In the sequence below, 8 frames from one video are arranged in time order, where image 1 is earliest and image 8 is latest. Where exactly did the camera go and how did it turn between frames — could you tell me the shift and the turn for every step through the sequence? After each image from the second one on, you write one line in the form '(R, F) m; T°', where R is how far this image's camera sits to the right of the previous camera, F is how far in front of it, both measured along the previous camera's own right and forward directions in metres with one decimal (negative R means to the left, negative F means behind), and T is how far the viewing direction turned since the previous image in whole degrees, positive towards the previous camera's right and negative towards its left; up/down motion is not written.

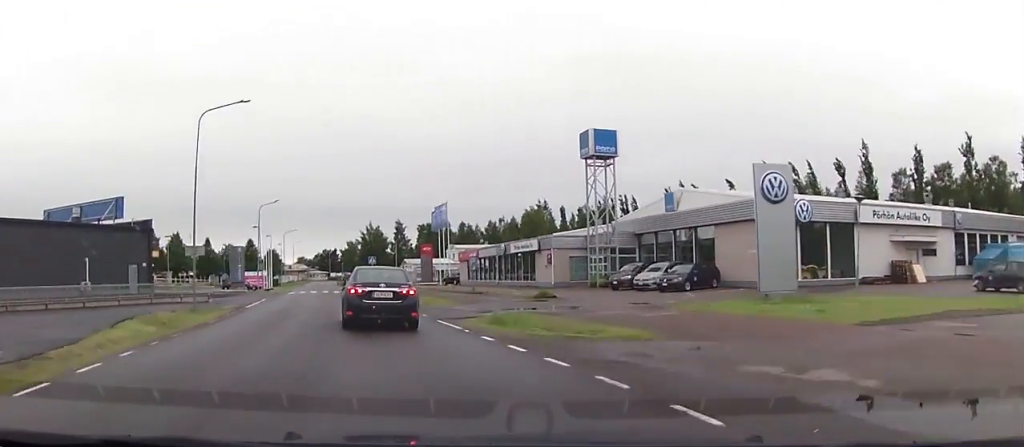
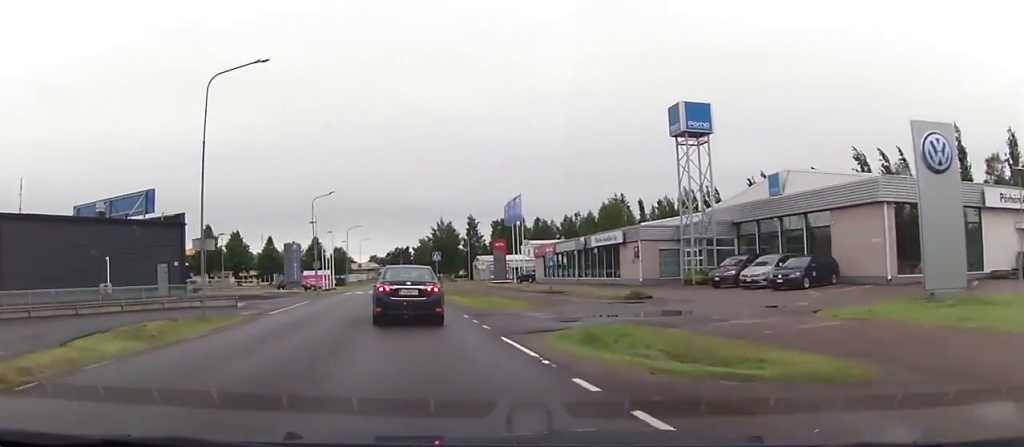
(0.0, +5.3) m; -4°
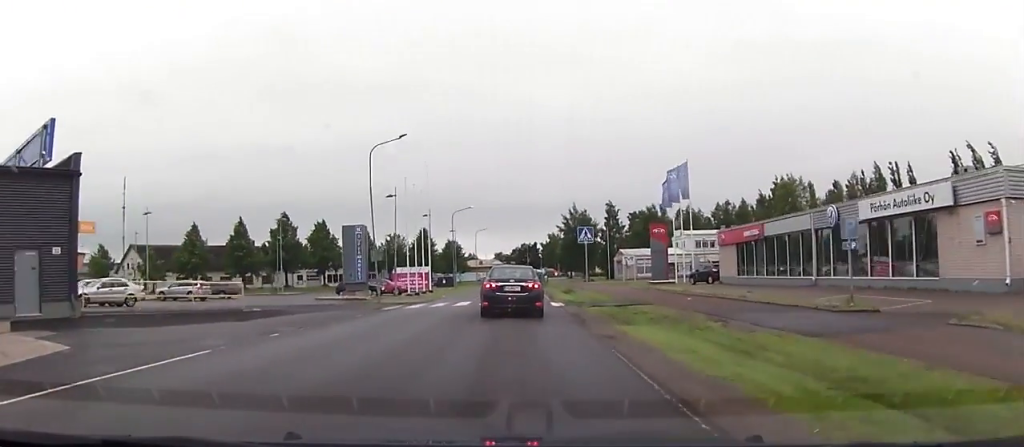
(-3.2, +22.2) m; -15°
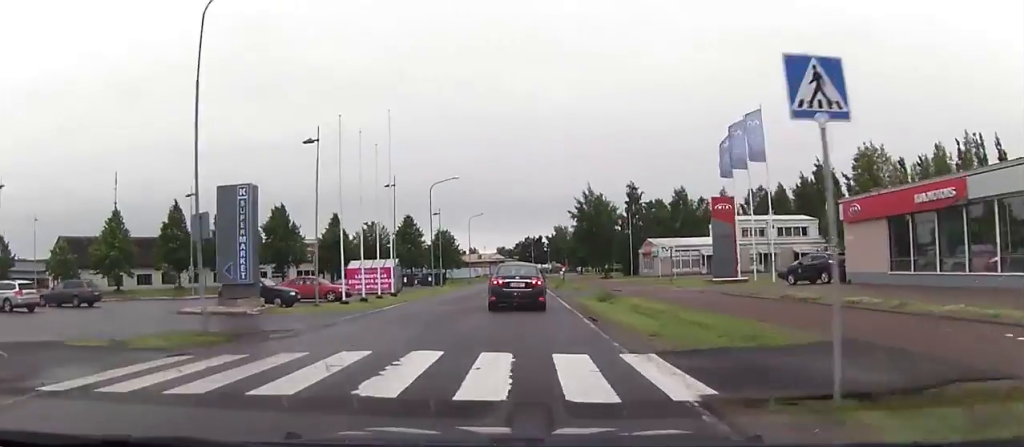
(-1.2, +20.0) m; -4°
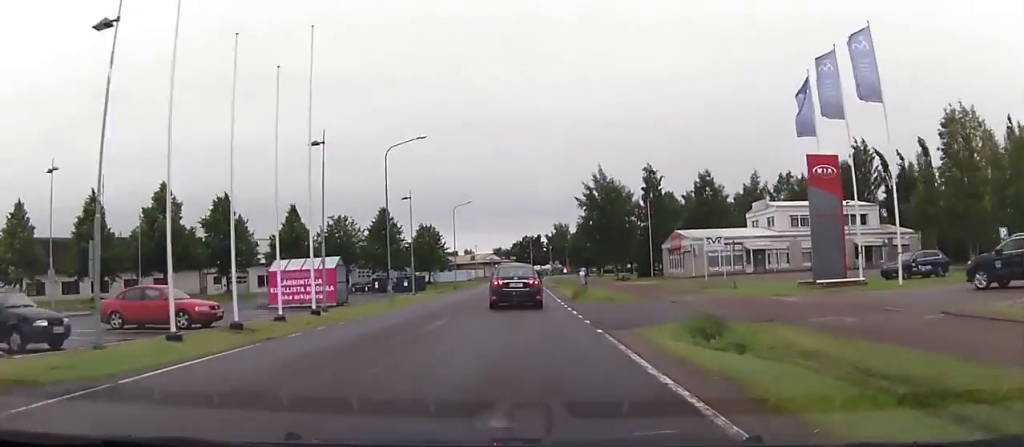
(-0.3, +16.6) m; +2°
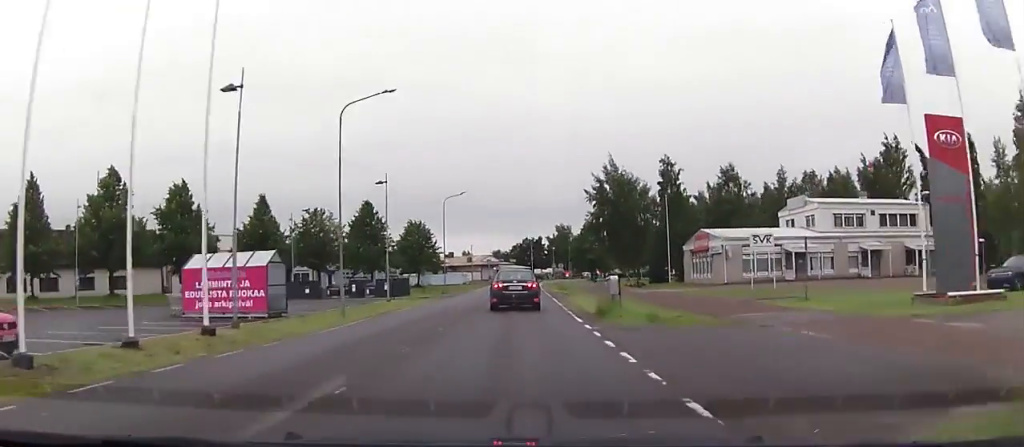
(+0.6, +10.0) m; +2°
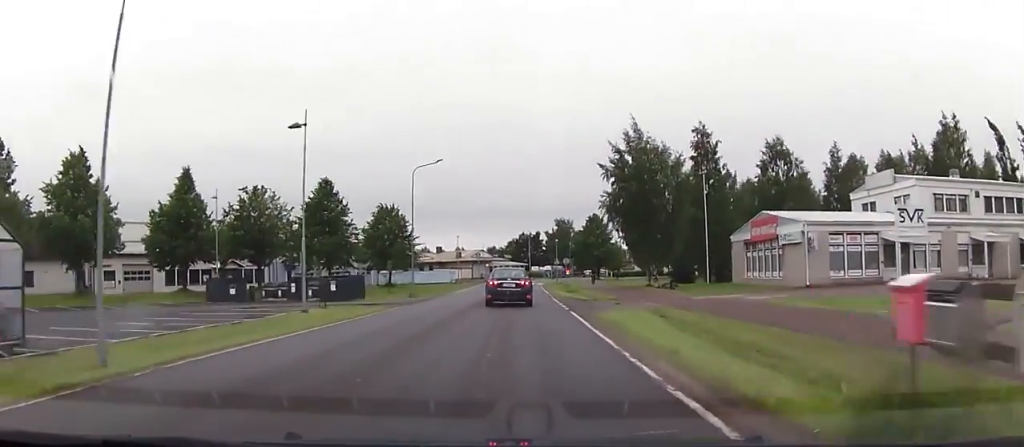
(+0.2, +16.3) m; 0°
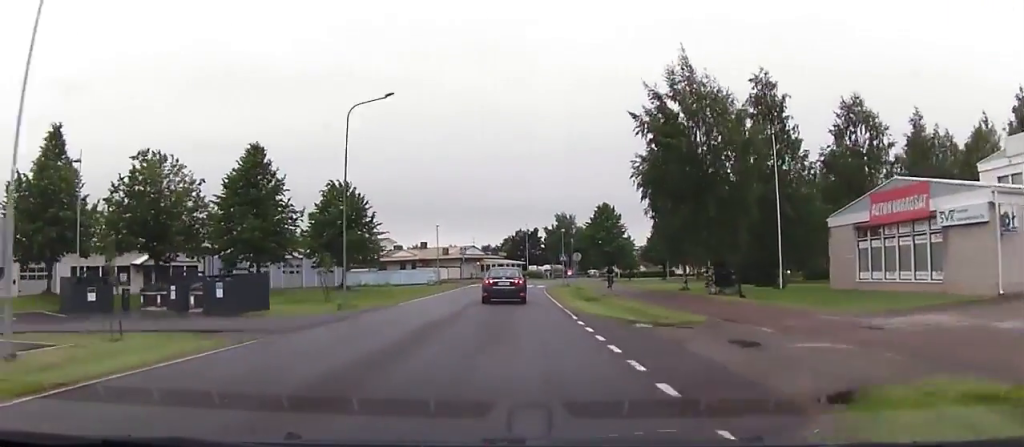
(-0.1, +16.5) m; +1°
